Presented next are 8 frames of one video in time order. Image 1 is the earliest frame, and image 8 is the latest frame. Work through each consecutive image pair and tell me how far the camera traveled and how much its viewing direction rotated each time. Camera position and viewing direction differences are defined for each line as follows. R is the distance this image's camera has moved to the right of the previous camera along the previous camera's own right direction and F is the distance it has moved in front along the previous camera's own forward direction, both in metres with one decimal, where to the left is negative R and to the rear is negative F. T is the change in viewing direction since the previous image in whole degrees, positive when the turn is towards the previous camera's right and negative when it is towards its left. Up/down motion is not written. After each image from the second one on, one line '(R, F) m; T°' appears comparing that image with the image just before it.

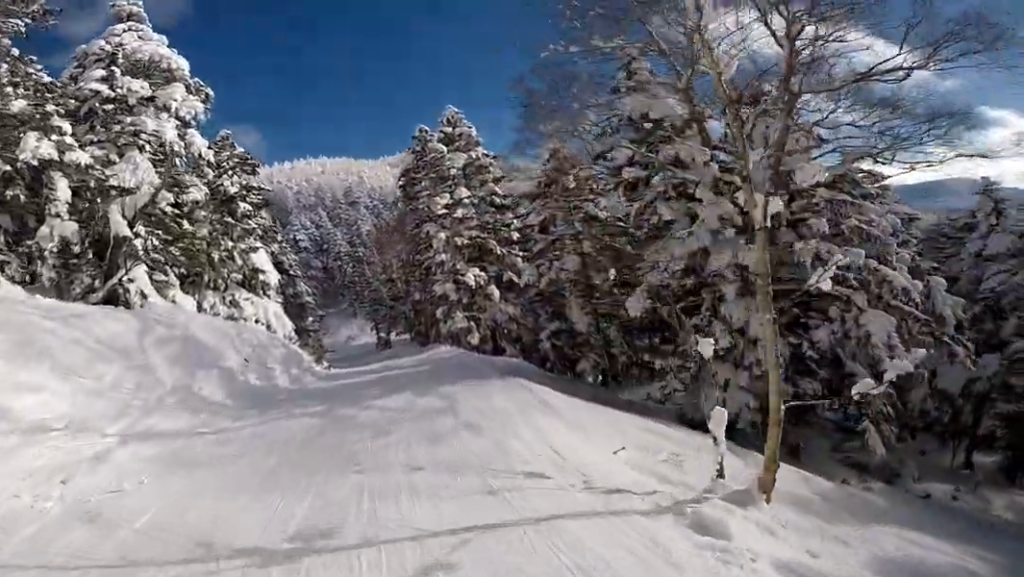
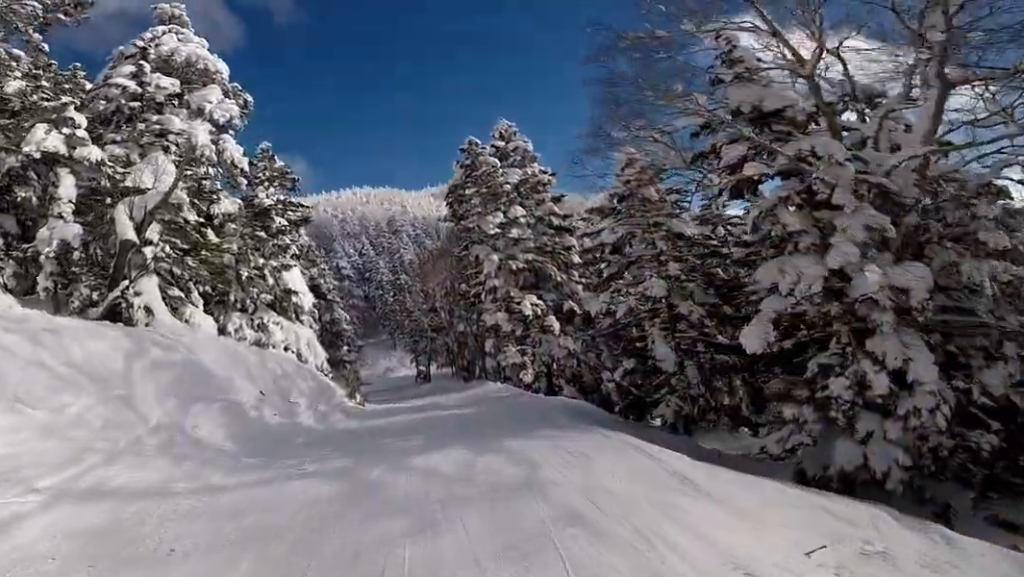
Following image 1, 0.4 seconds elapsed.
(+0.1, +2.7) m; -3°
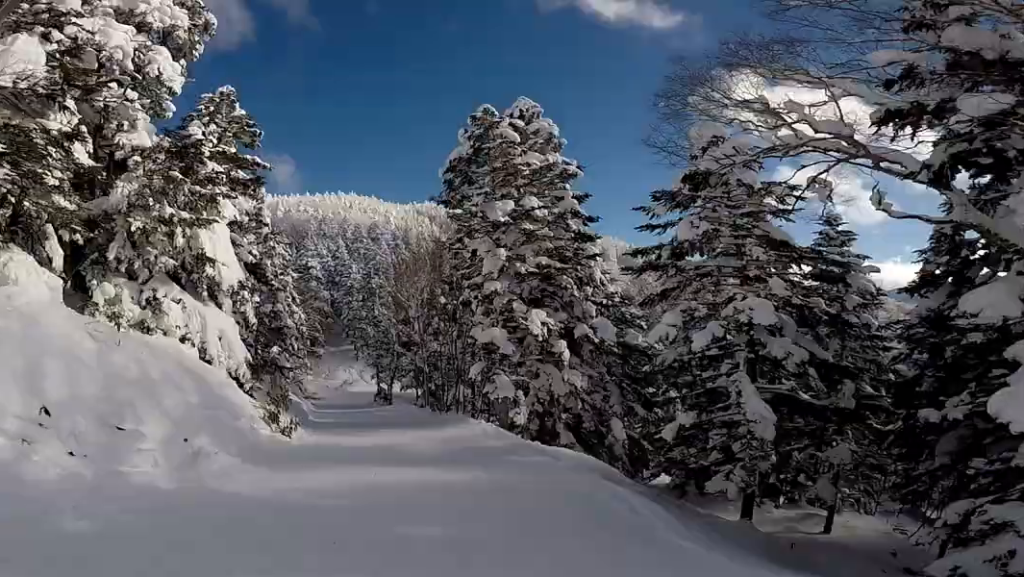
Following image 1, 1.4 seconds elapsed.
(-0.7, +6.4) m; -6°
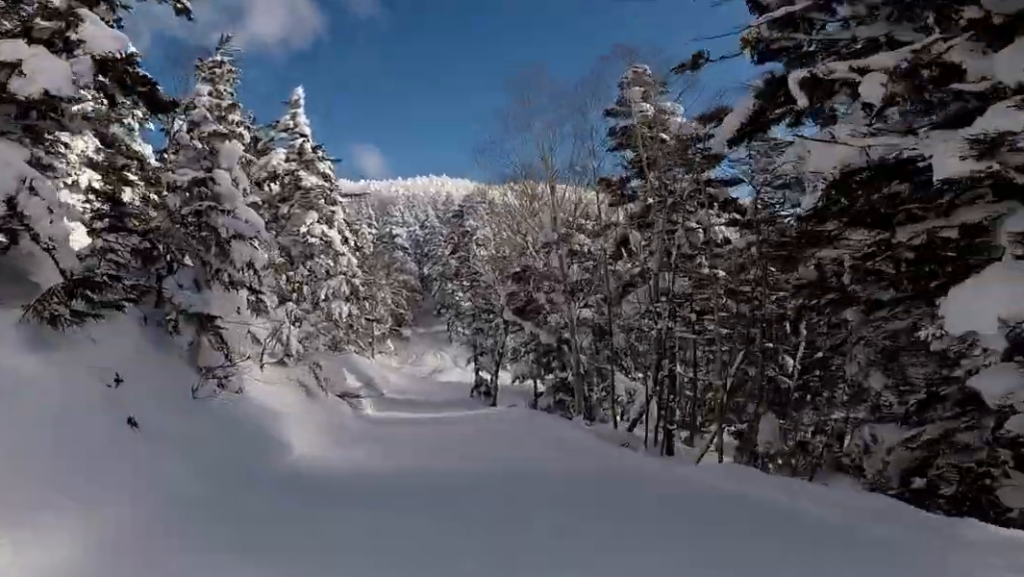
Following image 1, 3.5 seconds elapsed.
(-0.2, +15.1) m; +2°
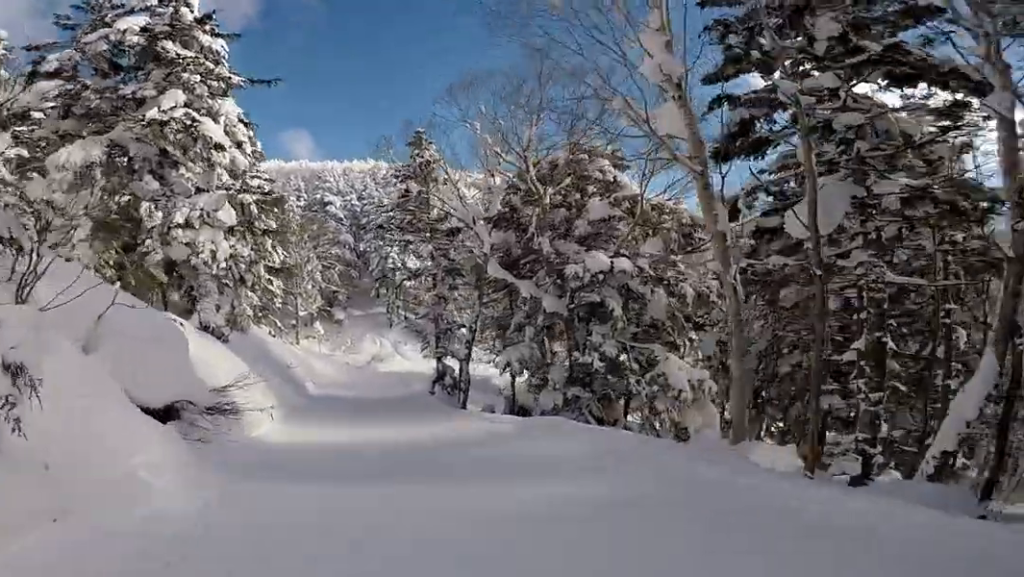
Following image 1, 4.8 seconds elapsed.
(+0.4, +9.9) m; +2°
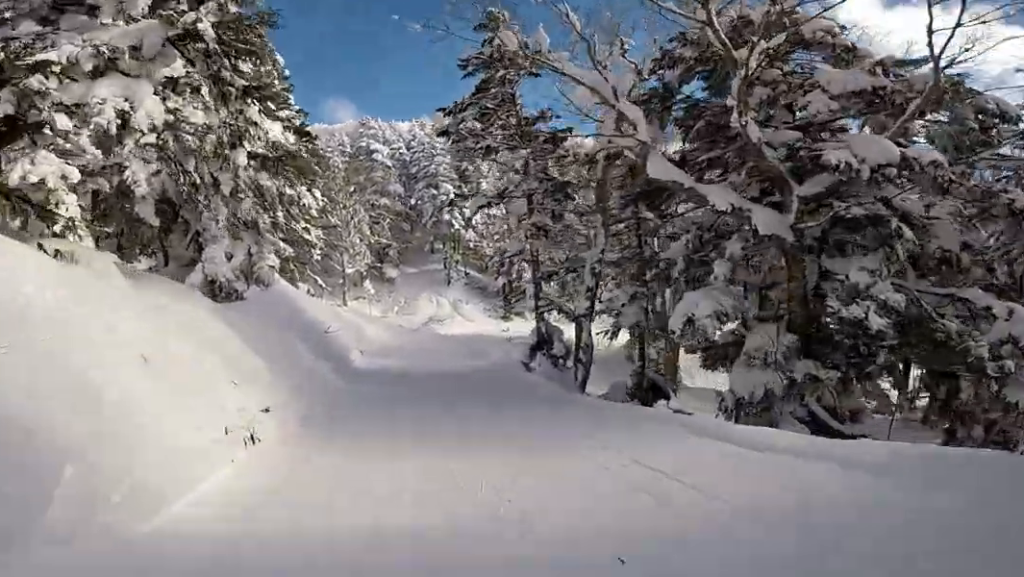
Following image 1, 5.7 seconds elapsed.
(0.0, +6.9) m; 0°
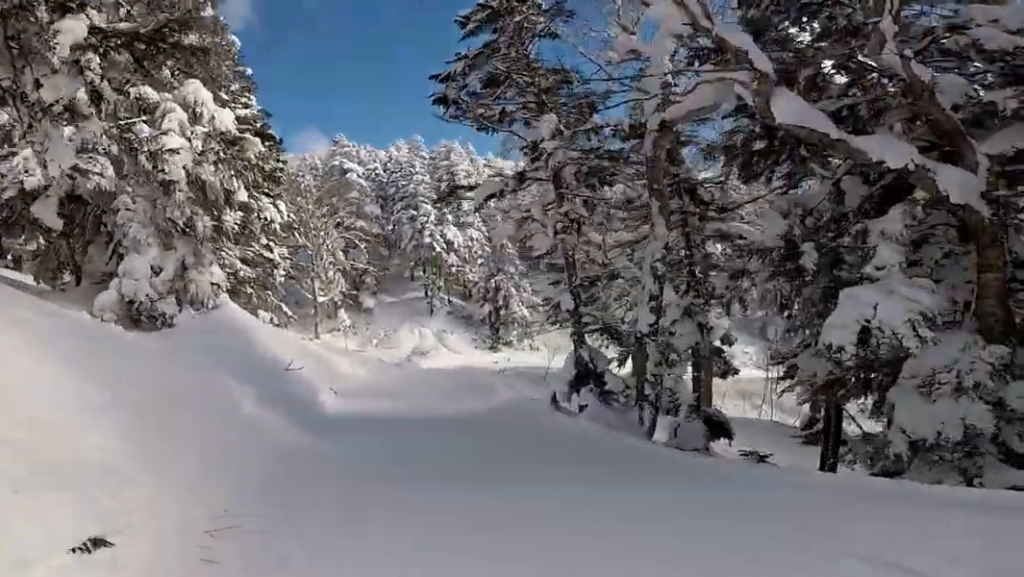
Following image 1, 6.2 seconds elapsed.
(0.0, +4.2) m; 0°
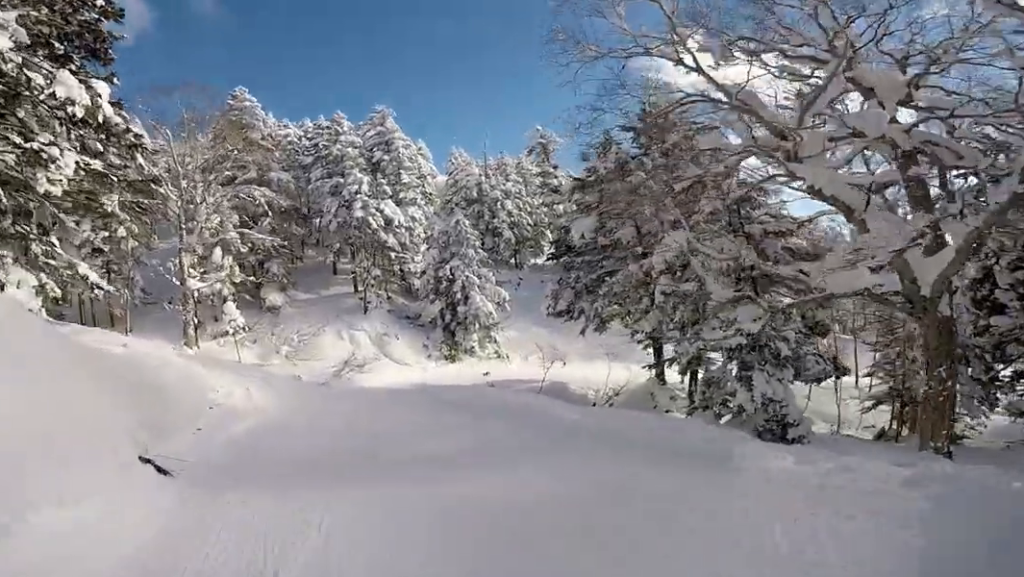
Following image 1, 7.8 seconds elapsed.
(+0.8, +11.6) m; +18°
